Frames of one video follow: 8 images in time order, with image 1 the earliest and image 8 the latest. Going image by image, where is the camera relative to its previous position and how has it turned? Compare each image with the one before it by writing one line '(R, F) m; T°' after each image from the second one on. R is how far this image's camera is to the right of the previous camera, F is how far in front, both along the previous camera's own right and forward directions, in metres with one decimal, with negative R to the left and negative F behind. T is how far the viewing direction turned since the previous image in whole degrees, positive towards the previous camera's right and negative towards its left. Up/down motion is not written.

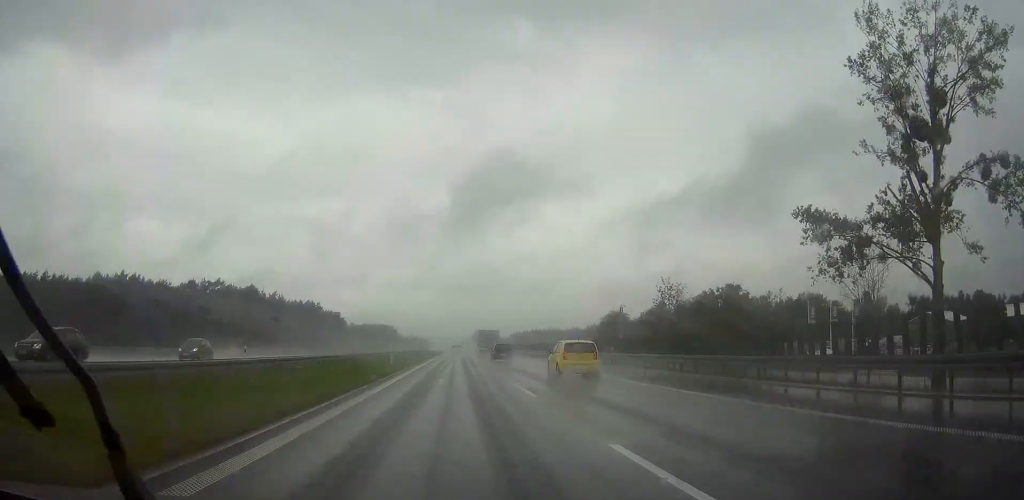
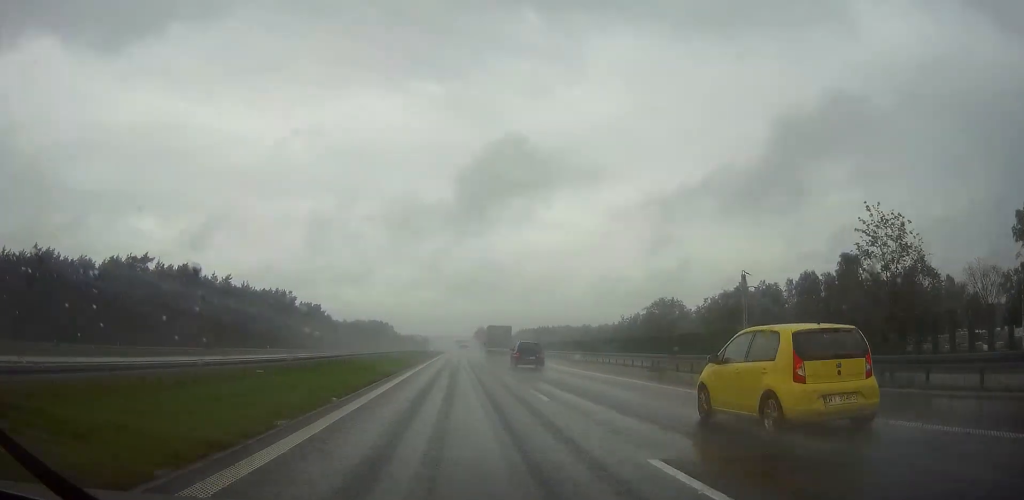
(0.0, +53.8) m; 0°
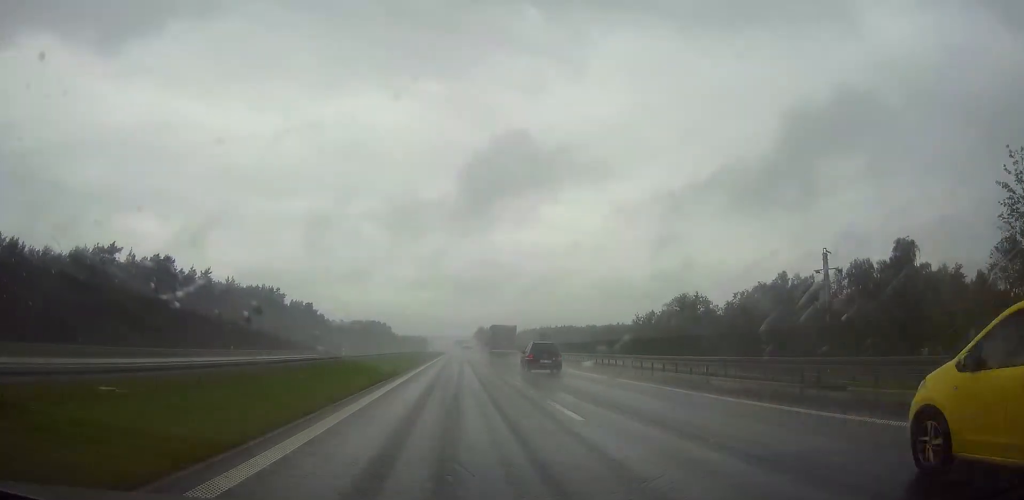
(0.0, +17.1) m; 0°
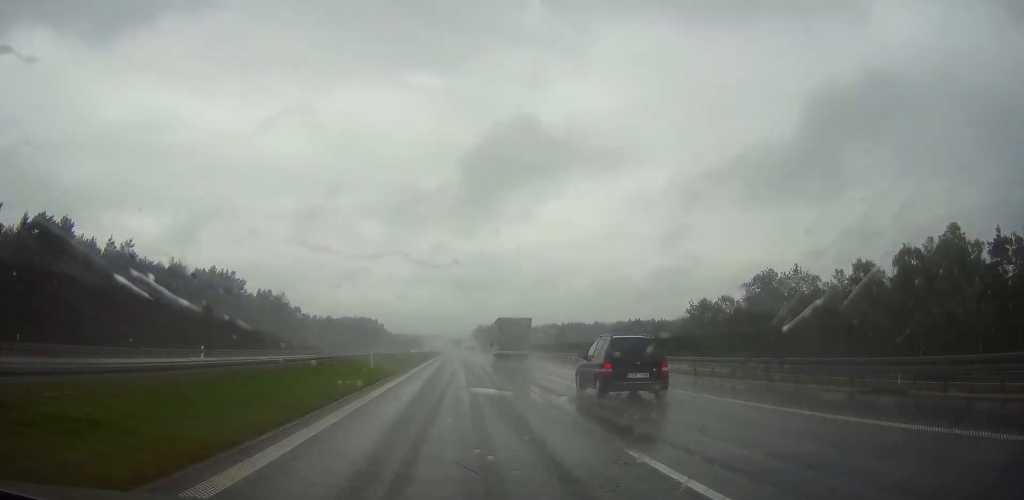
(+0.1, +45.2) m; 0°
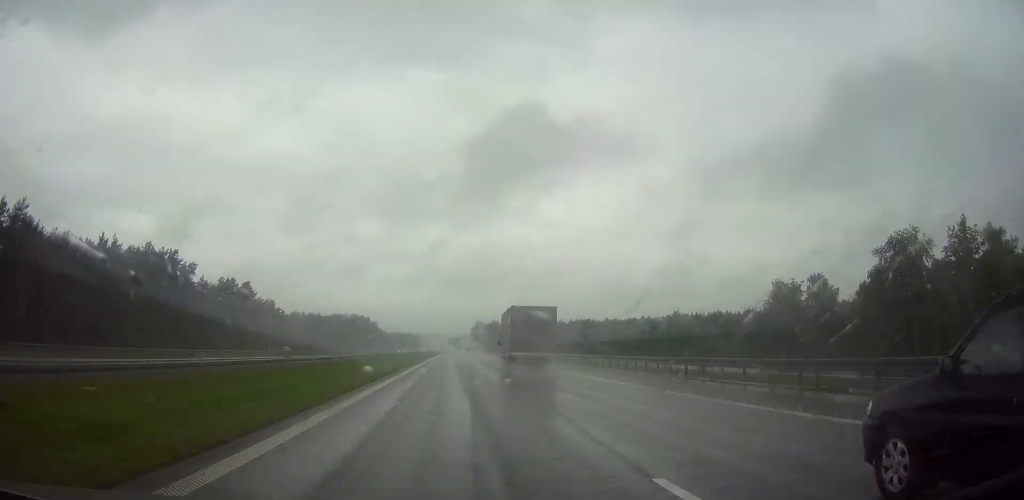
(+0.1, +37.7) m; 0°
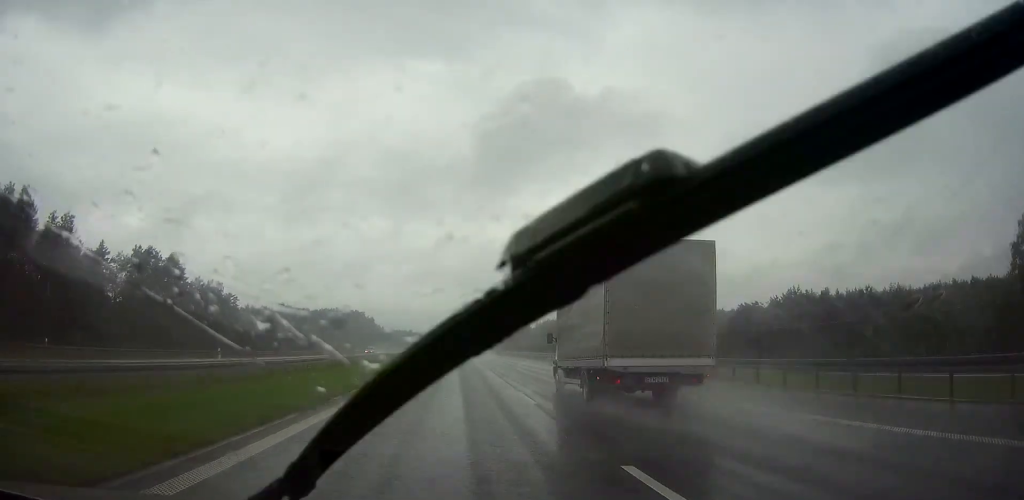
(-0.3, +58.7) m; -1°
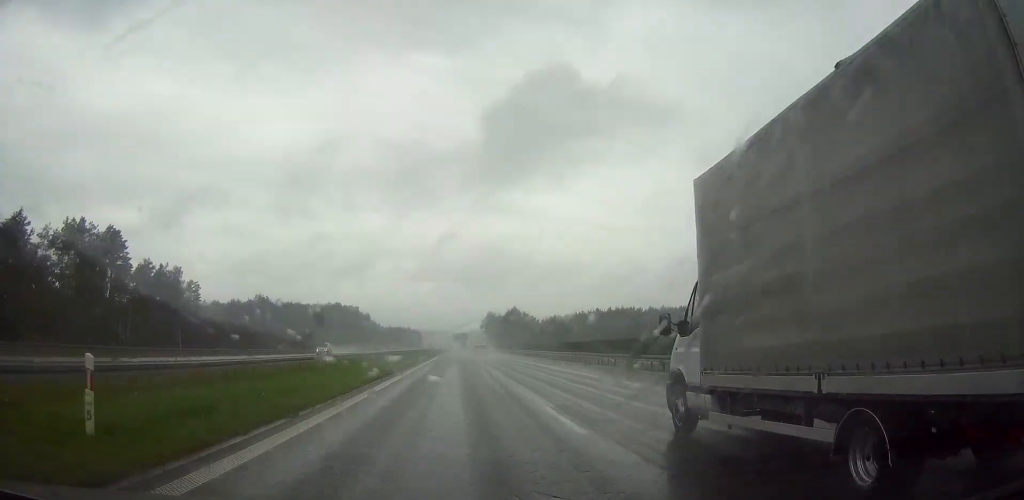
(0.0, +29.9) m; 0°
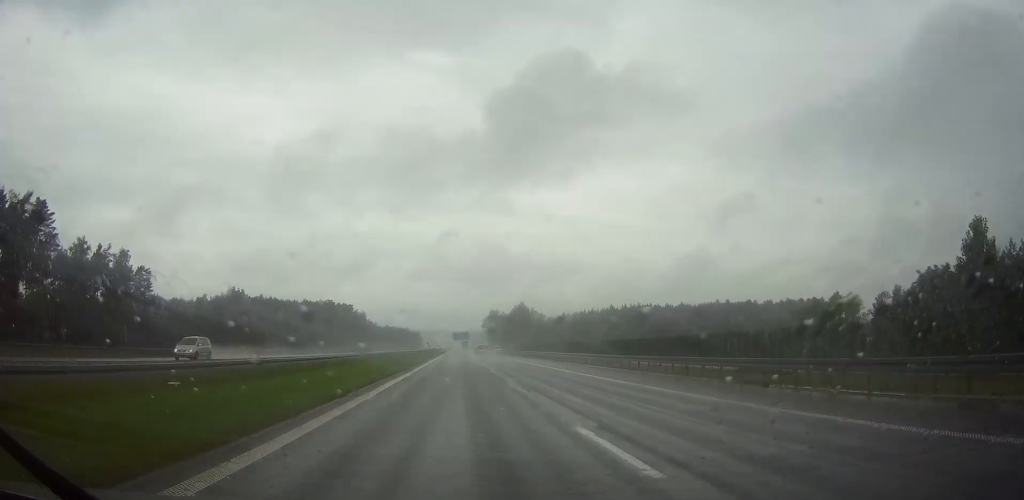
(0.0, +27.6) m; 0°
